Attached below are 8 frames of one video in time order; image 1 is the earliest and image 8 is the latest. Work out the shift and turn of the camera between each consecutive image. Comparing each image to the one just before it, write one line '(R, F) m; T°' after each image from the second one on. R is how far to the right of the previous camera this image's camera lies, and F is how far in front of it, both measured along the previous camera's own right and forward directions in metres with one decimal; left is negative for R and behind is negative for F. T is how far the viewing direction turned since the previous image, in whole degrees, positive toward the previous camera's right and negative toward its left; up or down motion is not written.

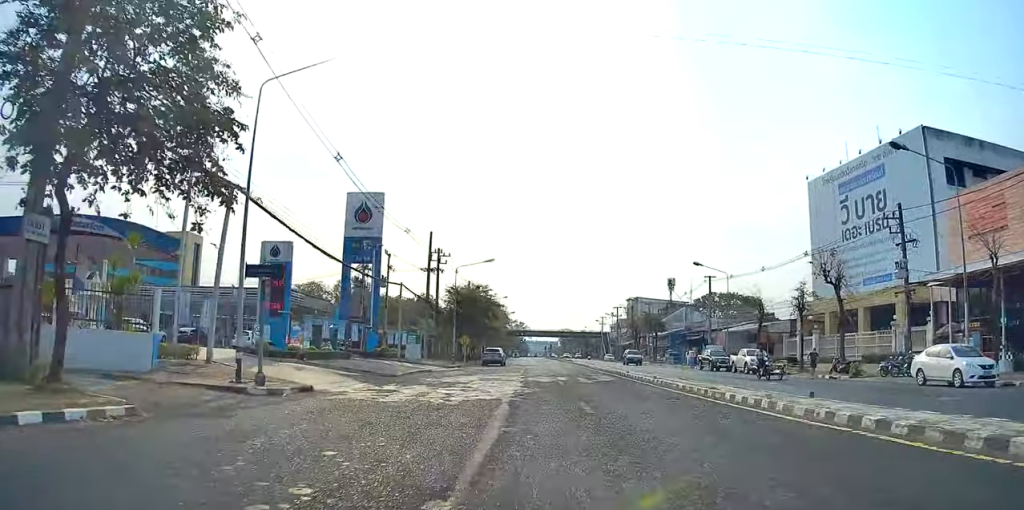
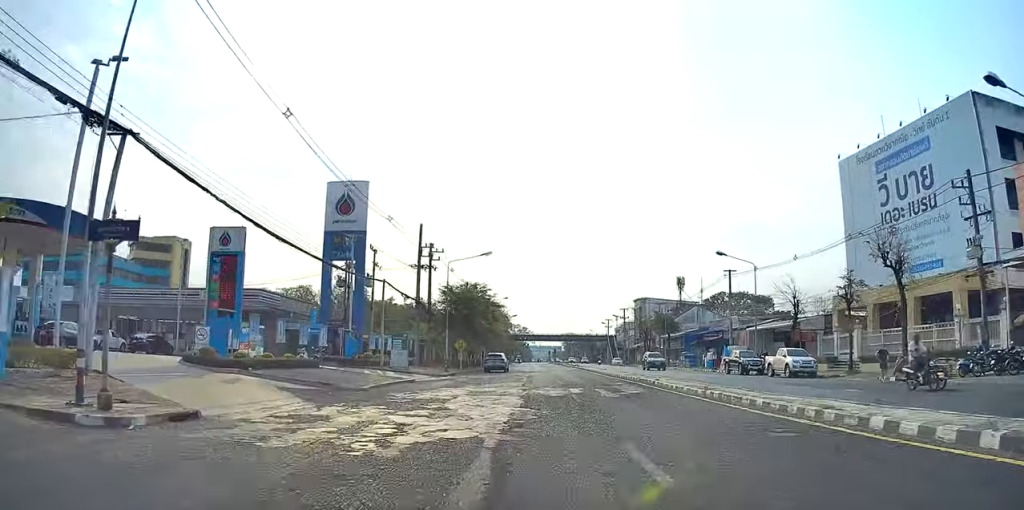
(-0.1, +6.9) m; -1°
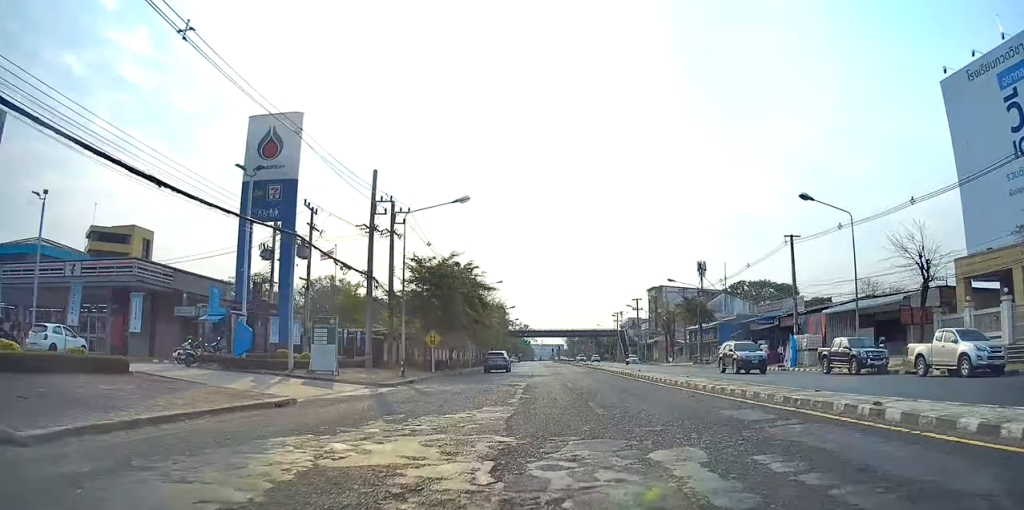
(-0.2, +17.3) m; +1°
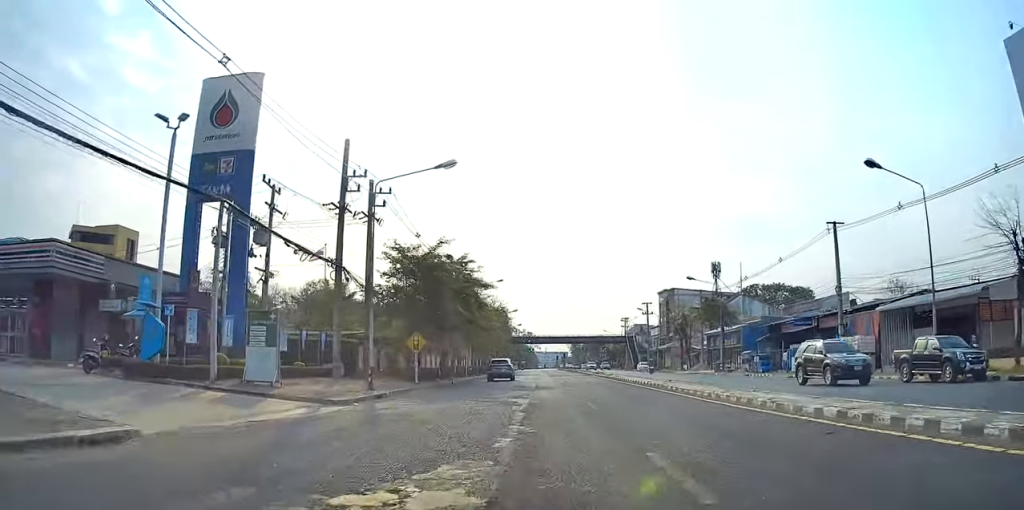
(+0.1, +7.0) m; +1°
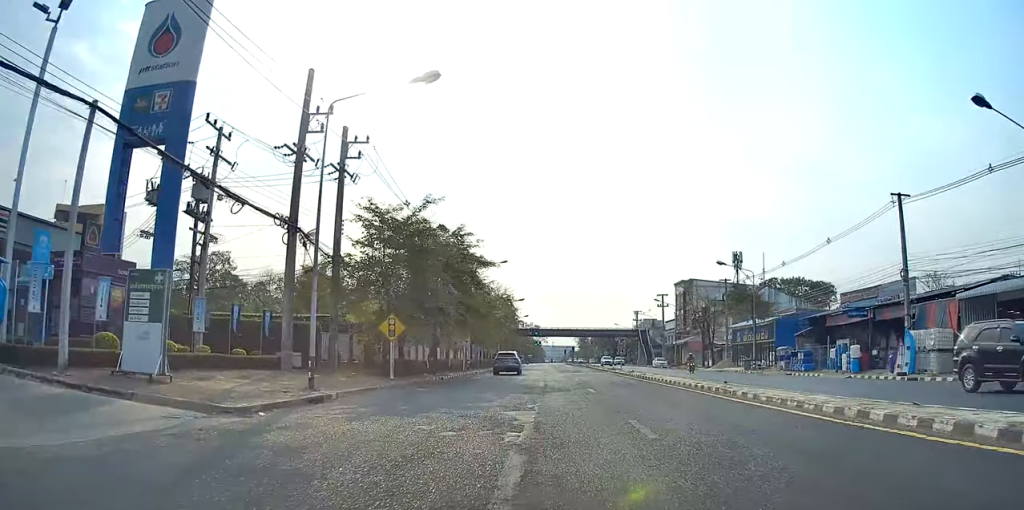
(-0.1, +7.6) m; +2°
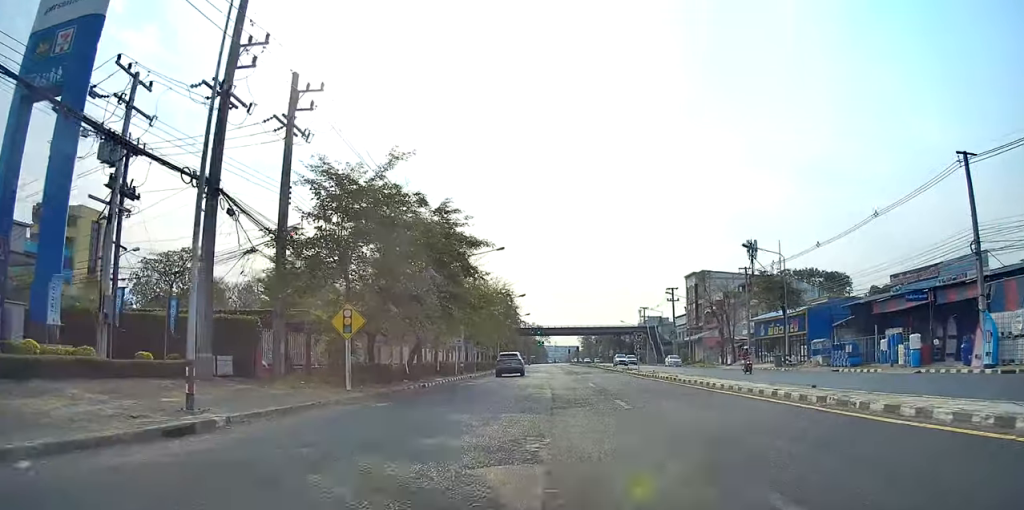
(+0.3, +6.9) m; -1°
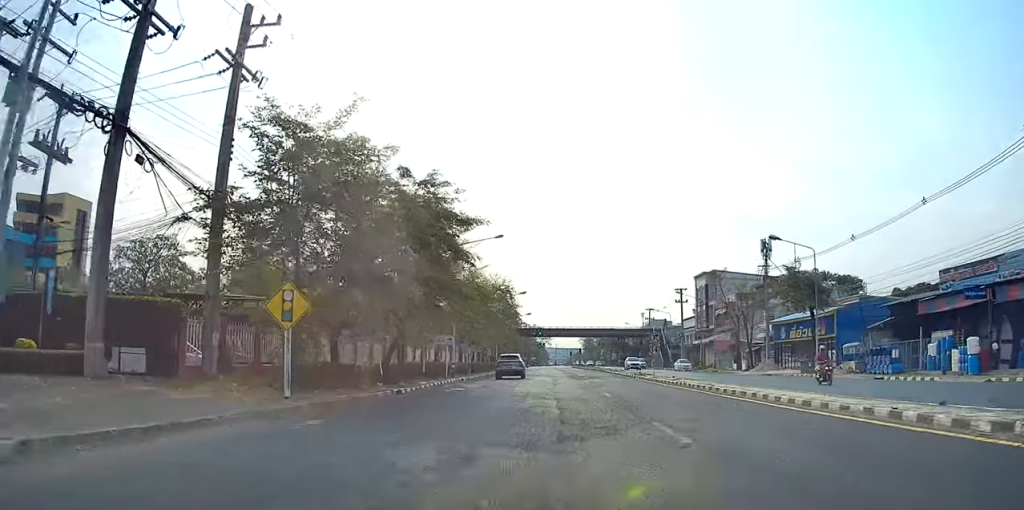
(+0.4, +4.9) m; -1°
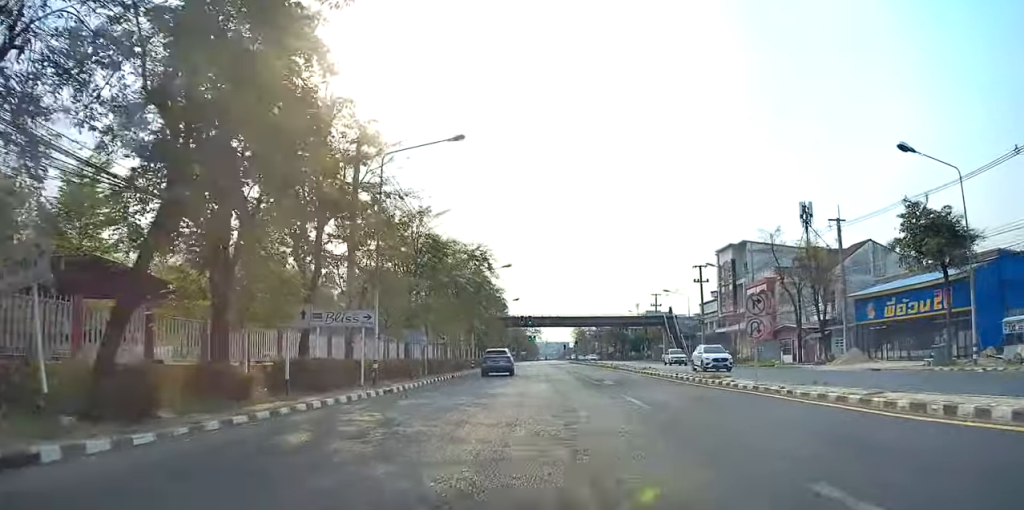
(-1.0, +17.8) m; -1°
